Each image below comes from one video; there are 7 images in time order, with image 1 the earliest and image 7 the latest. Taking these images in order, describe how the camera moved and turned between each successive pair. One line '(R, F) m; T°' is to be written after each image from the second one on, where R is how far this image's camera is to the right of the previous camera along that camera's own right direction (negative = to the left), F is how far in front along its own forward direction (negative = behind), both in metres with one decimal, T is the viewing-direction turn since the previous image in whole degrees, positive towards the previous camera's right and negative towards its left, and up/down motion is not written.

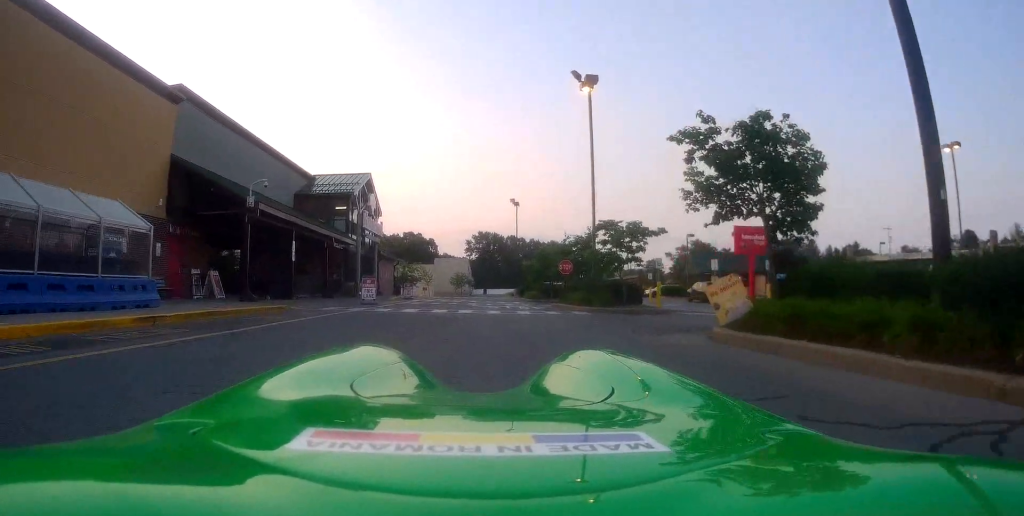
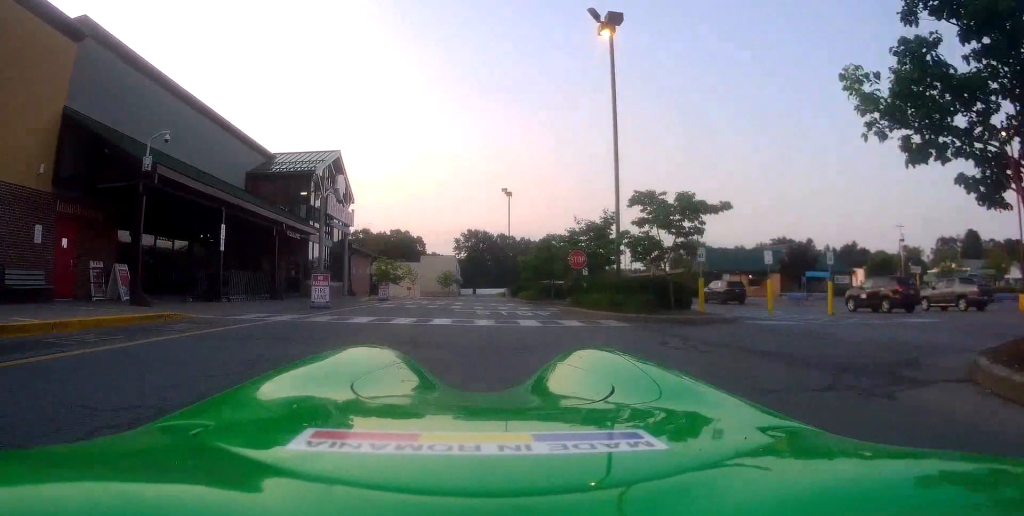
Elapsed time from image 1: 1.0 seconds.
(+0.3, +6.2) m; +3°
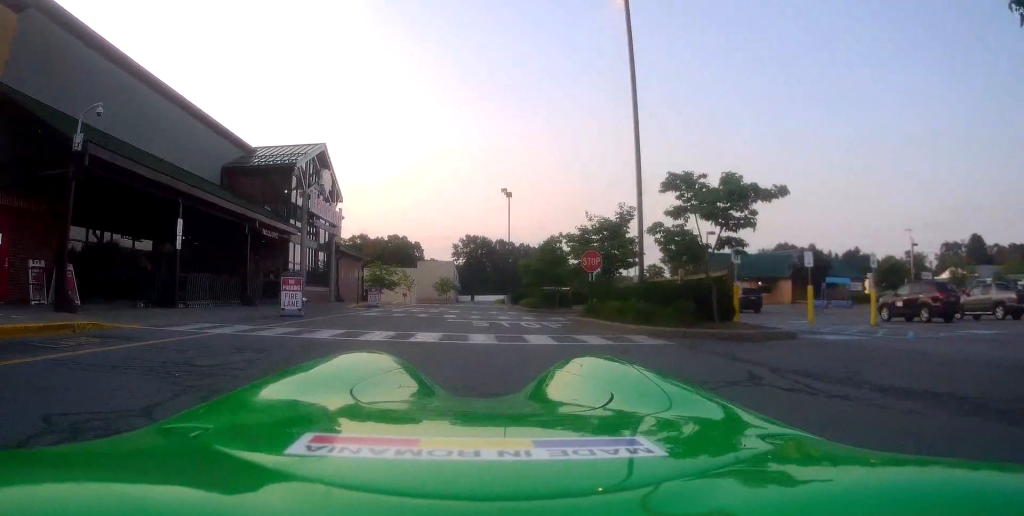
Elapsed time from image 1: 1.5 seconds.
(0.0, +2.9) m; +1°
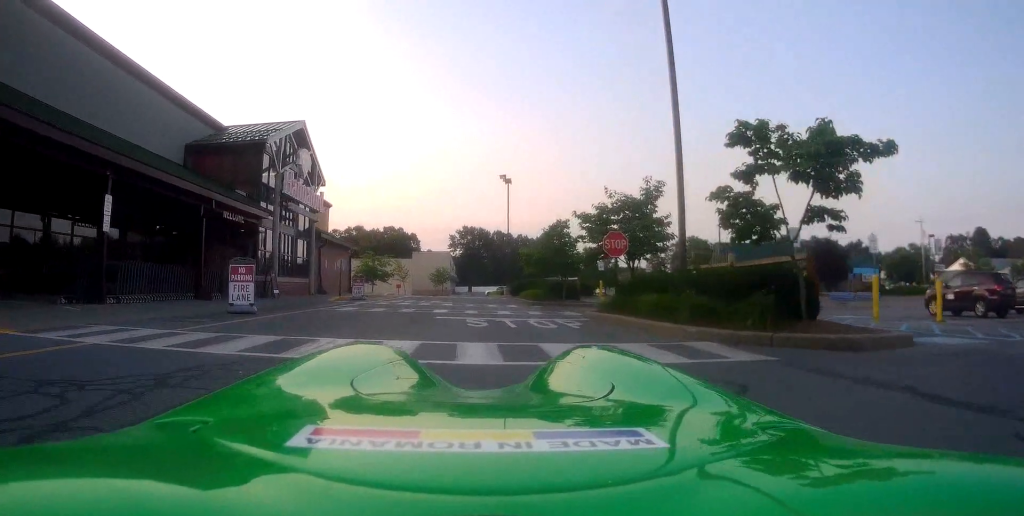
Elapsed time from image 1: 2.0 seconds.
(0.0, +3.7) m; +1°
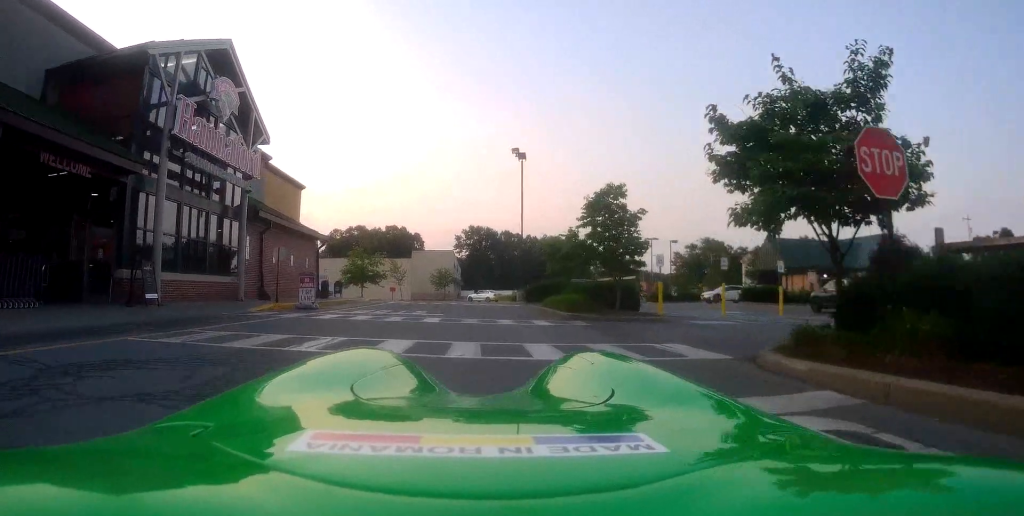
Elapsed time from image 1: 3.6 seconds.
(-0.4, +9.8) m; -7°
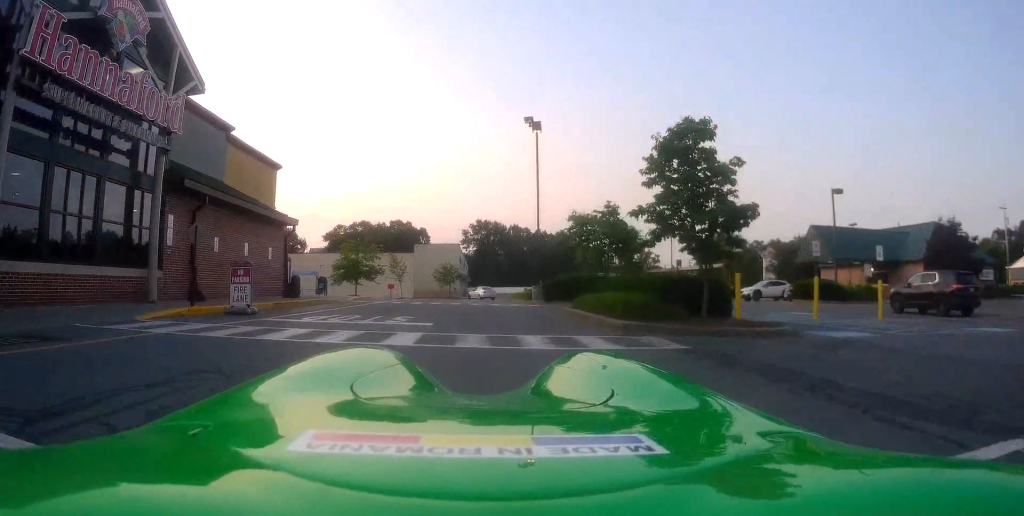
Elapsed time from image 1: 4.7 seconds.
(-0.2, +6.6) m; -2°
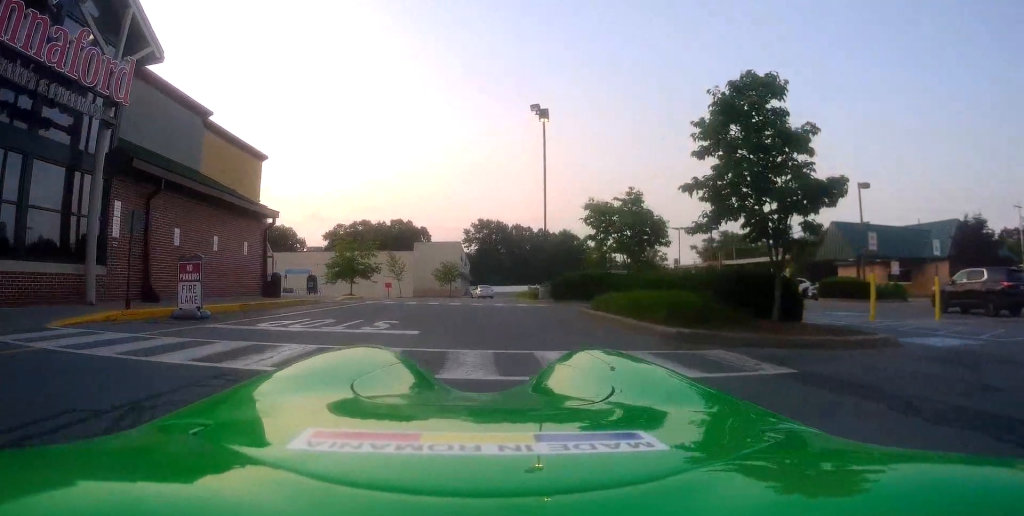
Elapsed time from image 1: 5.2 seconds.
(0.0, +2.8) m; 0°
